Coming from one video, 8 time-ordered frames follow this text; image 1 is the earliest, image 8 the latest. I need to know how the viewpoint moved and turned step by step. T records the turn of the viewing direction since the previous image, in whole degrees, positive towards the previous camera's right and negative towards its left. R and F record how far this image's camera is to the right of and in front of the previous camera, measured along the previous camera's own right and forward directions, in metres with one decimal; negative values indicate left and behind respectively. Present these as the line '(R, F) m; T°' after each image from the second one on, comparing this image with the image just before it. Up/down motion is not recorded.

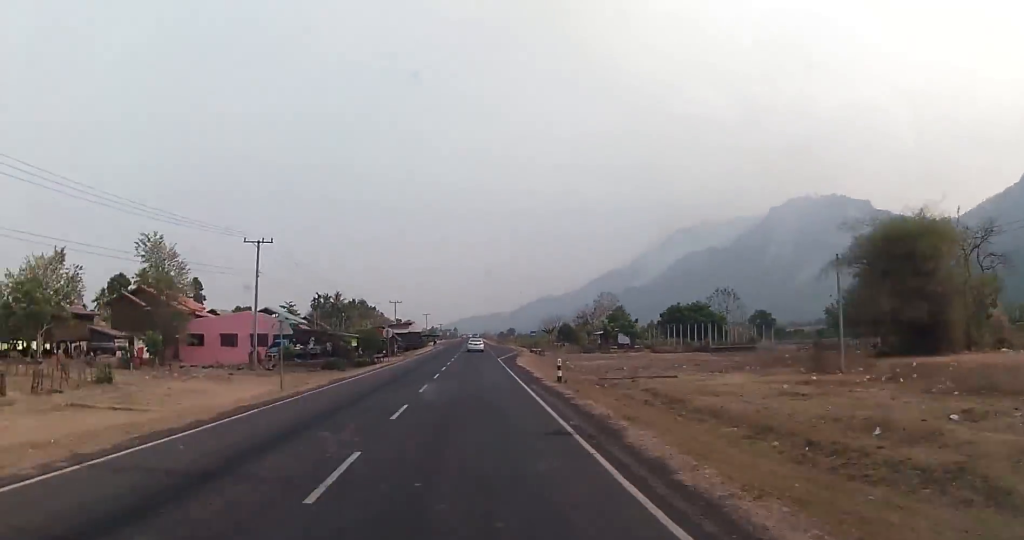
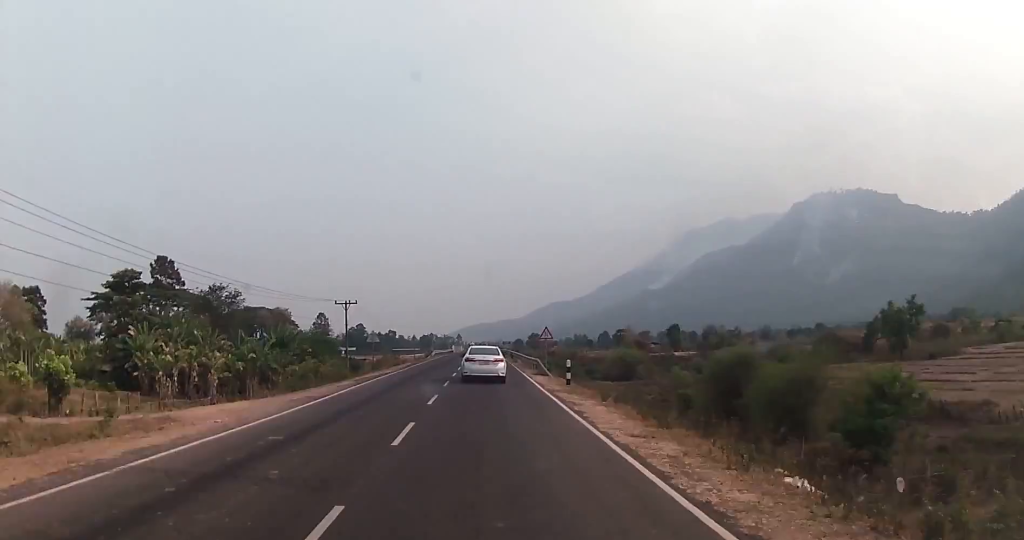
(-3.1, +222.6) m; -1°
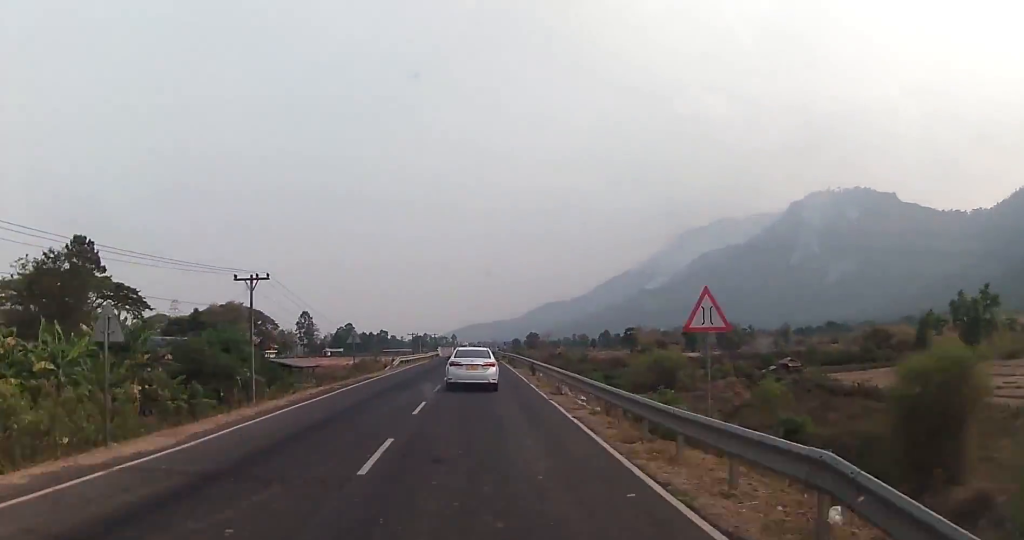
(-0.2, +30.3) m; 0°
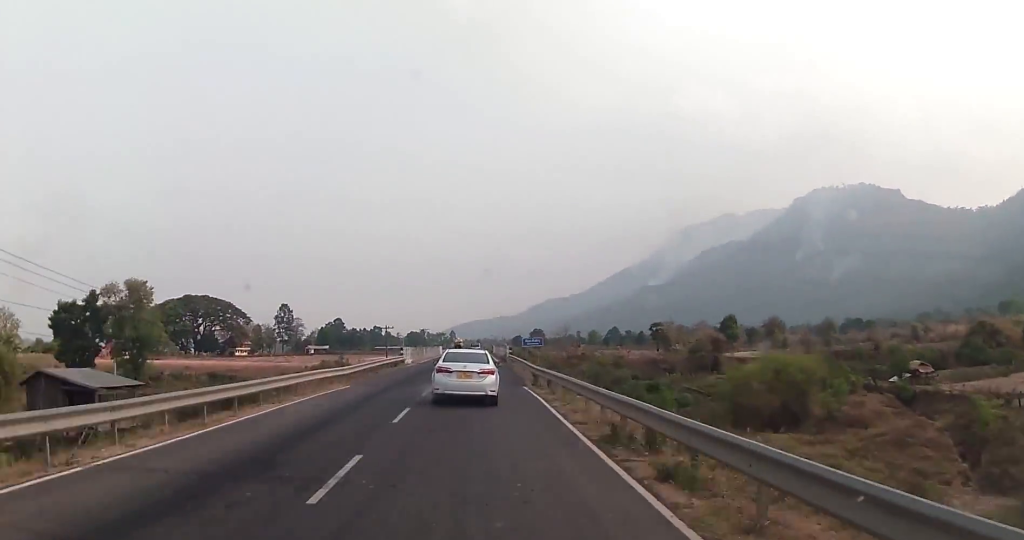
(+0.1, +43.7) m; 0°
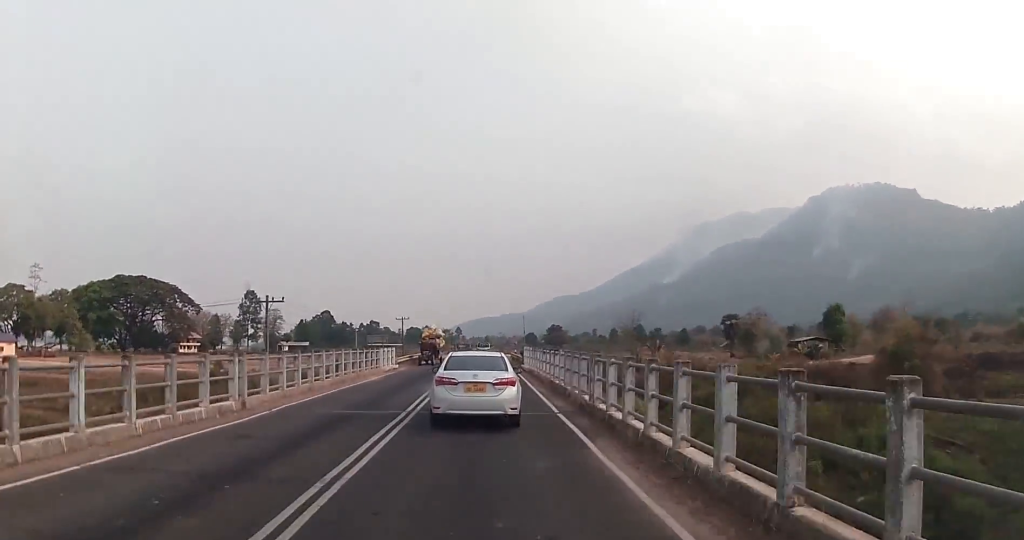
(-0.5, +73.6) m; -1°
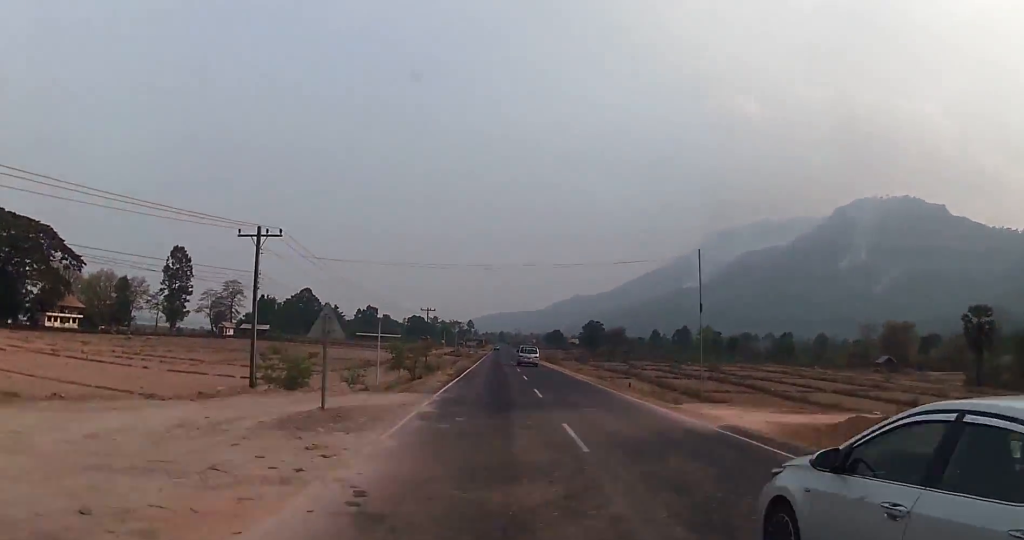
(-1.5, +92.9) m; +1°
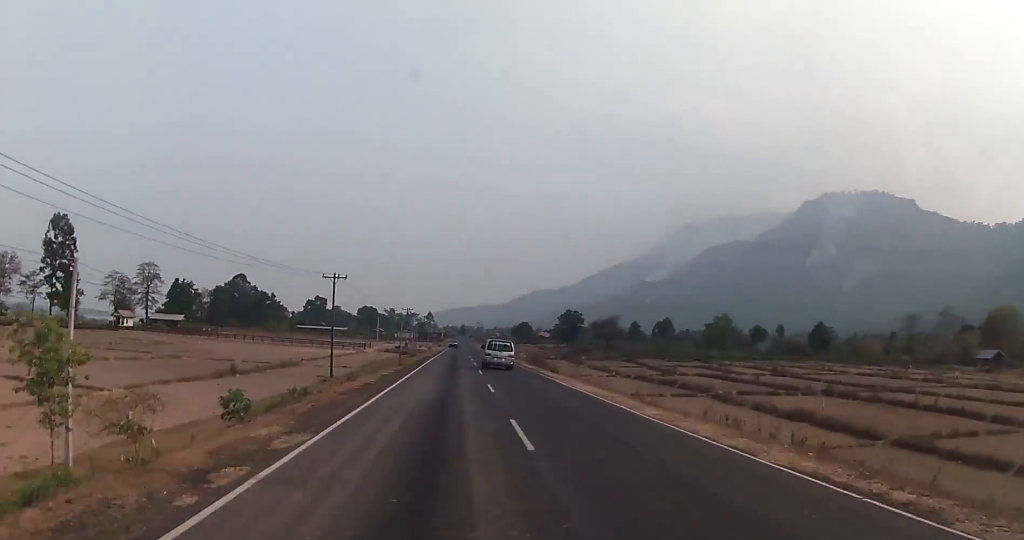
(+0.8, +43.7) m; +1°
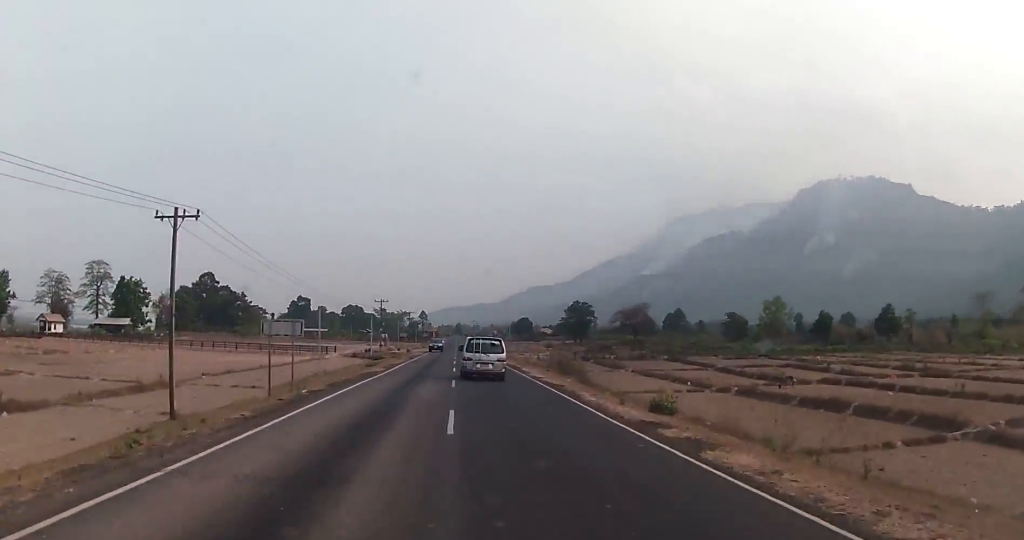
(+1.4, +31.7) m; 0°
